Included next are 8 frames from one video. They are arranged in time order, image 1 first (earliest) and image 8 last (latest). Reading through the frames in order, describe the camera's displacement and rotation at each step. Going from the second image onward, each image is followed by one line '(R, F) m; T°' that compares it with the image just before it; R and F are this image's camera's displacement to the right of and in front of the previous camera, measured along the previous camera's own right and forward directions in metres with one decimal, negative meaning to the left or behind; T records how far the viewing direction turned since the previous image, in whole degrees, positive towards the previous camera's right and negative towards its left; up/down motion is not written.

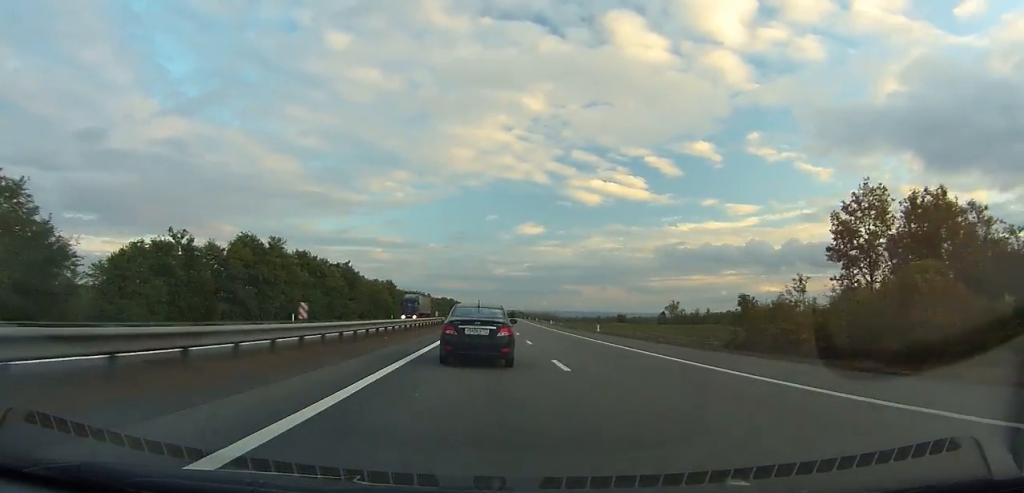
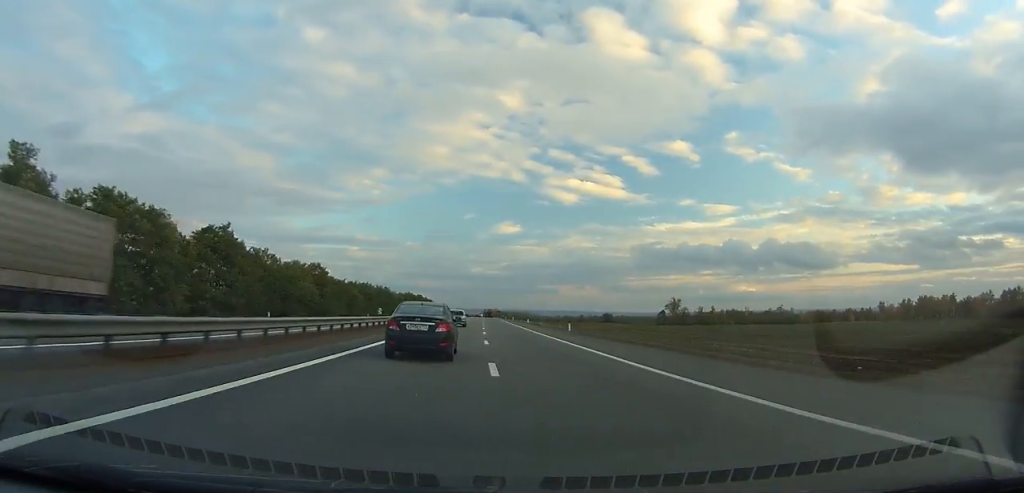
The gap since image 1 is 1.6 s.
(+0.7, +52.5) m; +1°
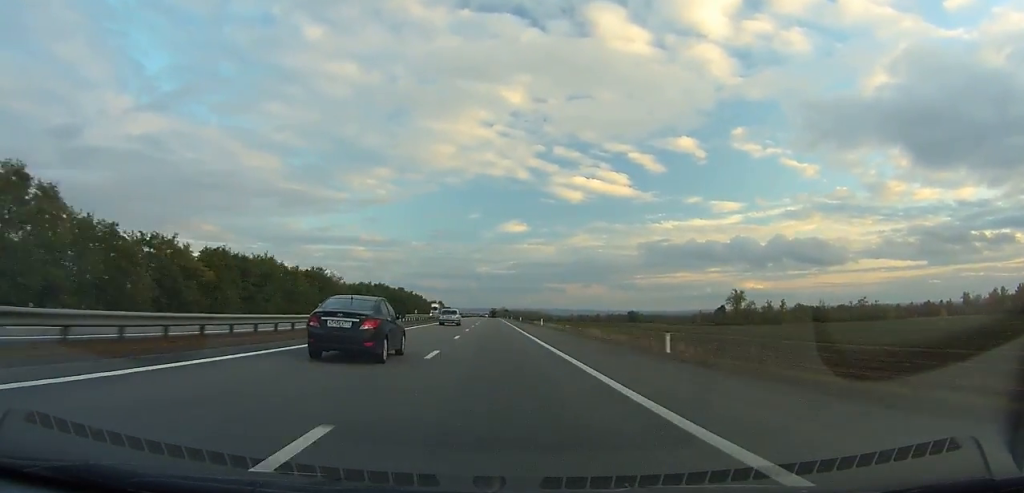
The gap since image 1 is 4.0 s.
(+1.5, +79.4) m; +1°
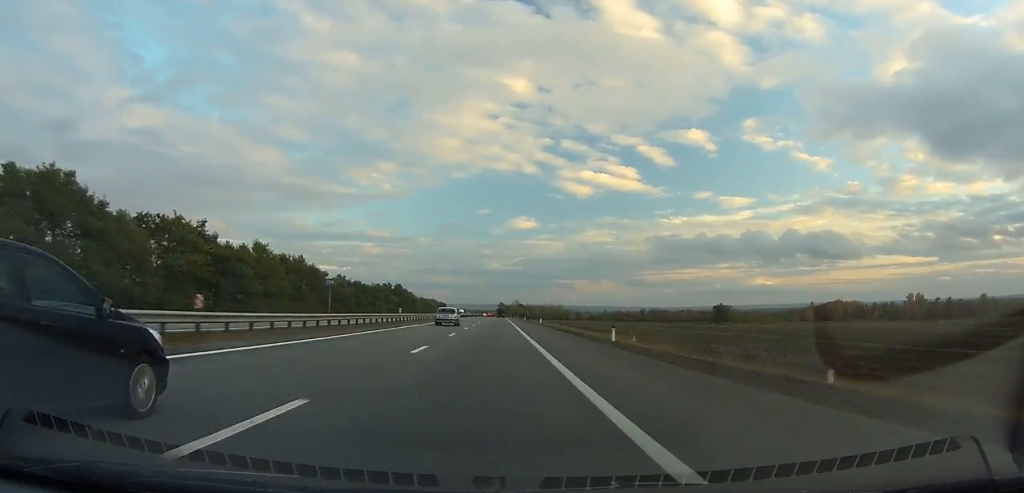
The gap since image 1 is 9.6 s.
(-1.1, +189.8) m; -1°
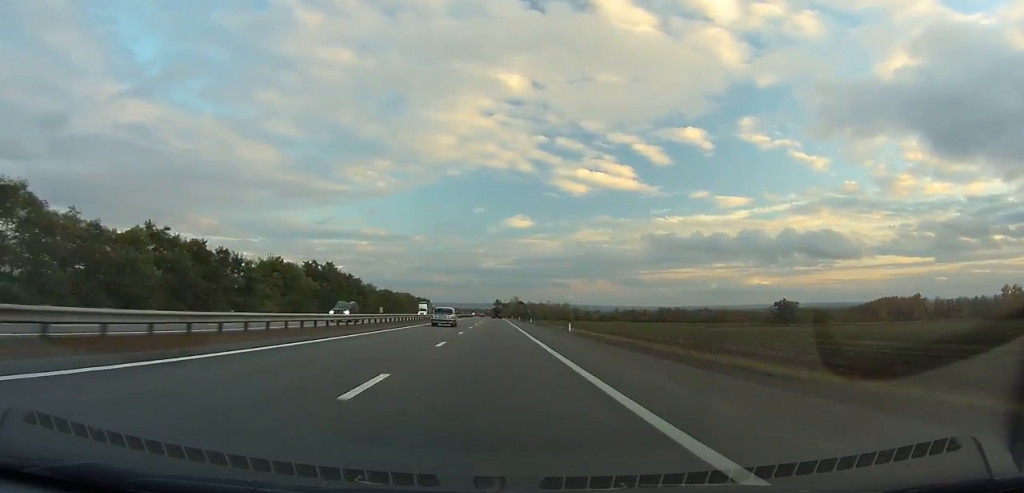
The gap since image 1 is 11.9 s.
(-0.2, +79.1) m; 0°
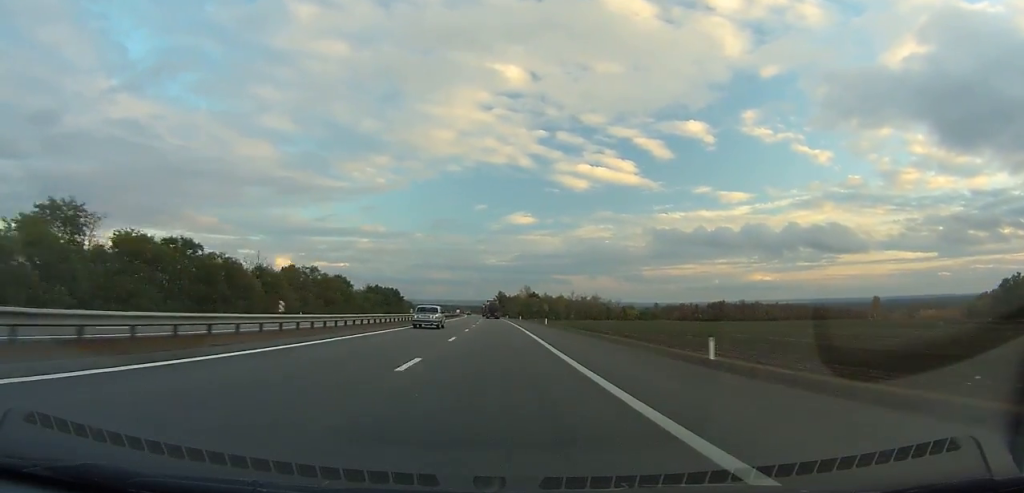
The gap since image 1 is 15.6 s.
(+0.1, +127.6) m; 0°
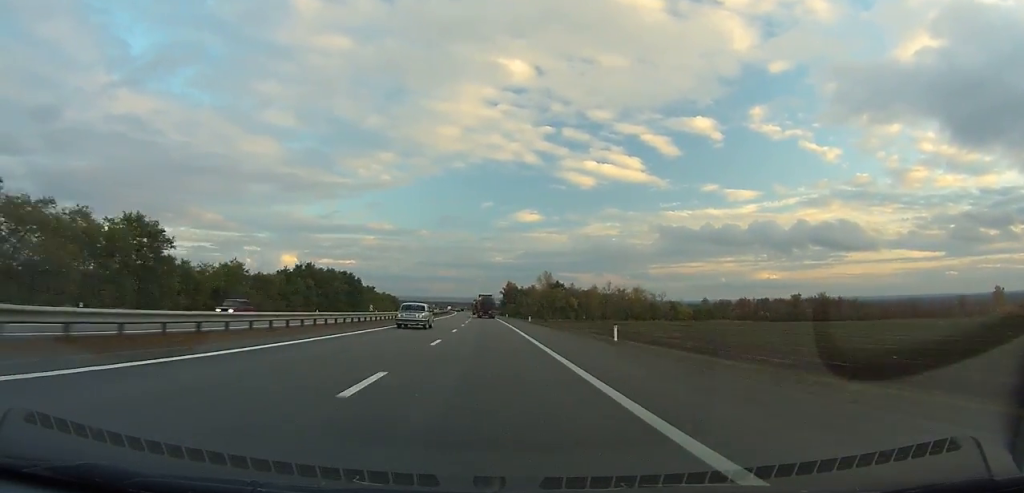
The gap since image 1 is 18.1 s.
(-0.5, +85.5) m; -1°
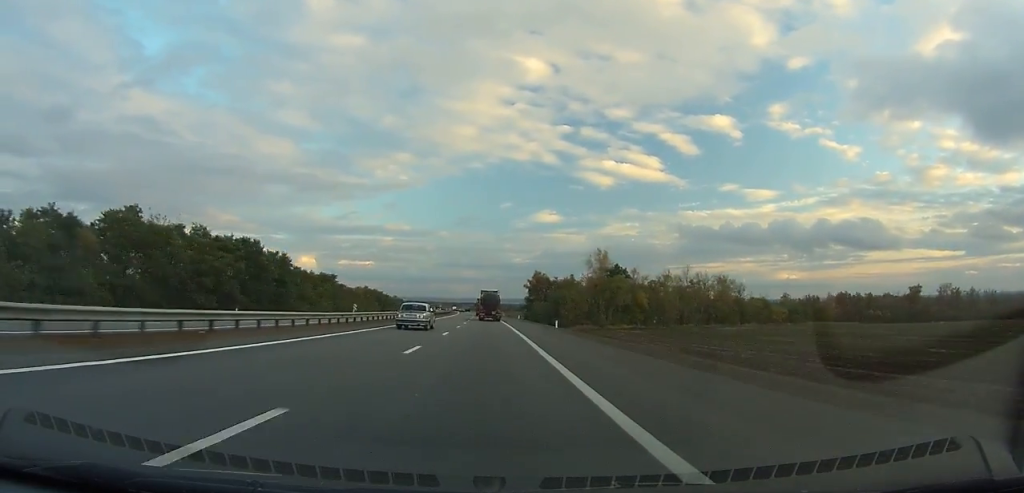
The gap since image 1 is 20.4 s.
(-0.7, +77.8) m; -2°
